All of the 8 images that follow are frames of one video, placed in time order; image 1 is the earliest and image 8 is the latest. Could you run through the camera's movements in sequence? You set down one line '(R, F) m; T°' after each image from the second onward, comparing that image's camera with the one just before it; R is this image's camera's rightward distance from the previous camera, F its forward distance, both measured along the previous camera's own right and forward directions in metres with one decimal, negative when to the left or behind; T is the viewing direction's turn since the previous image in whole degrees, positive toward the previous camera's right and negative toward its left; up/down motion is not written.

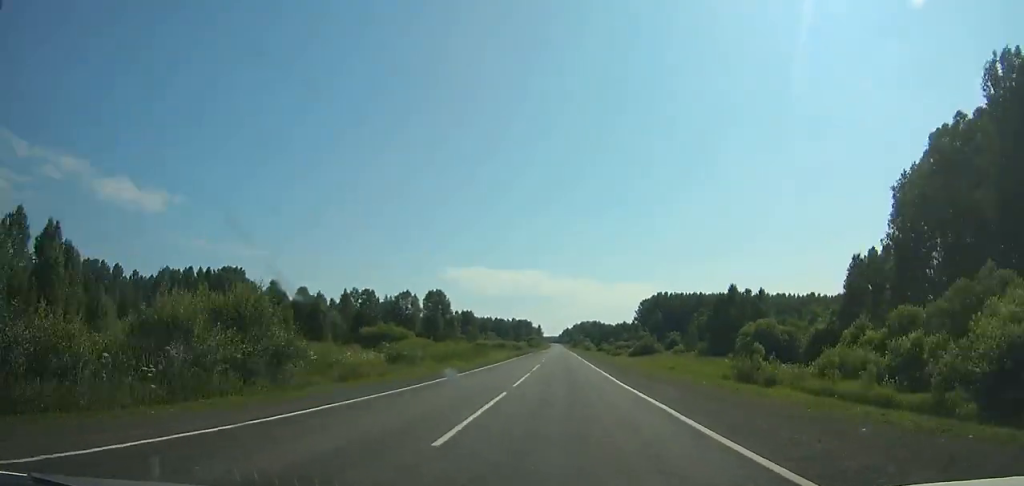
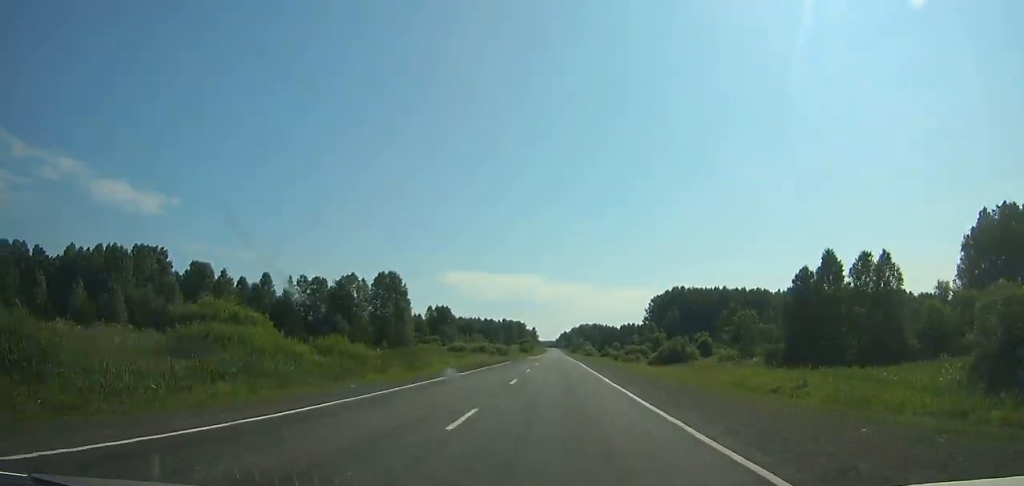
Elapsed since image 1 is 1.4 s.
(0.0, +39.2) m; 0°
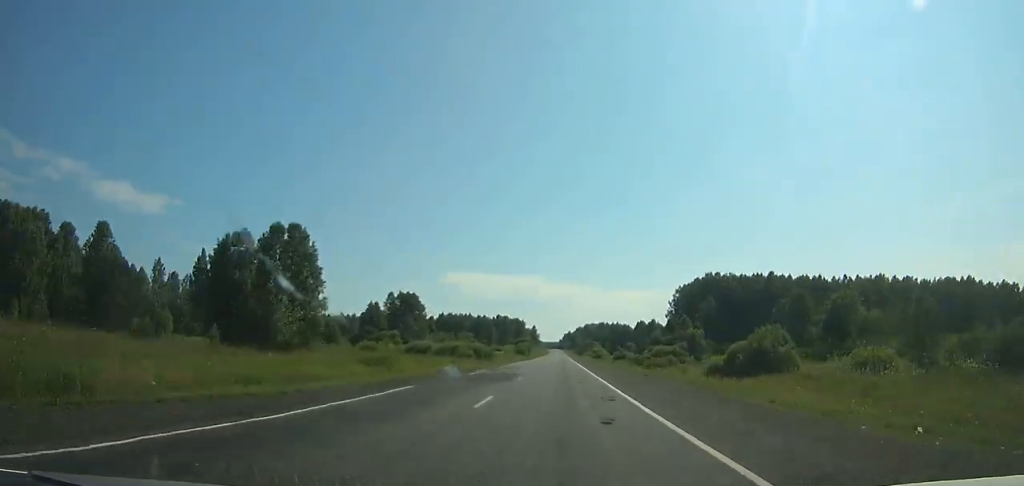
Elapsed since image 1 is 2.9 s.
(0.0, +41.8) m; 0°
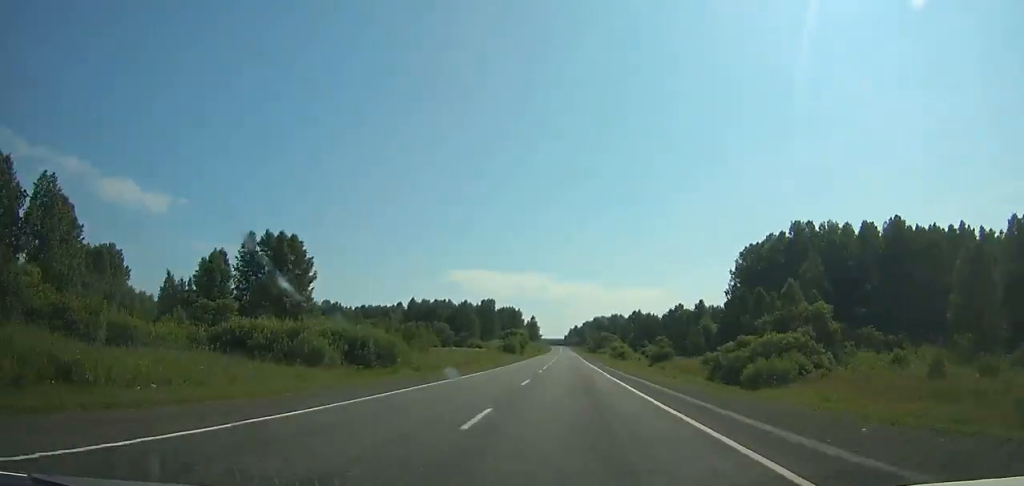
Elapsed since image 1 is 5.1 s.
(-0.2, +59.4) m; 0°
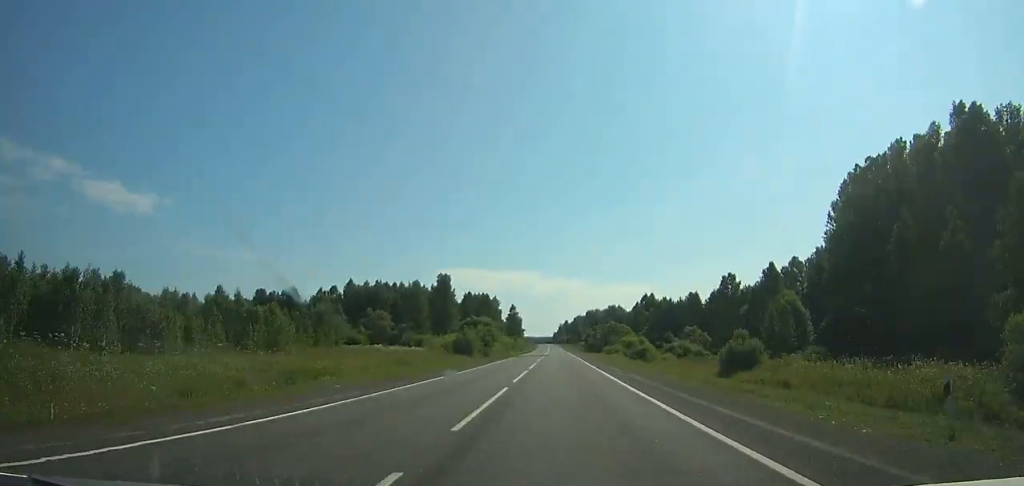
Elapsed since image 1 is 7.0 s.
(-0.1, +50.9) m; +1°
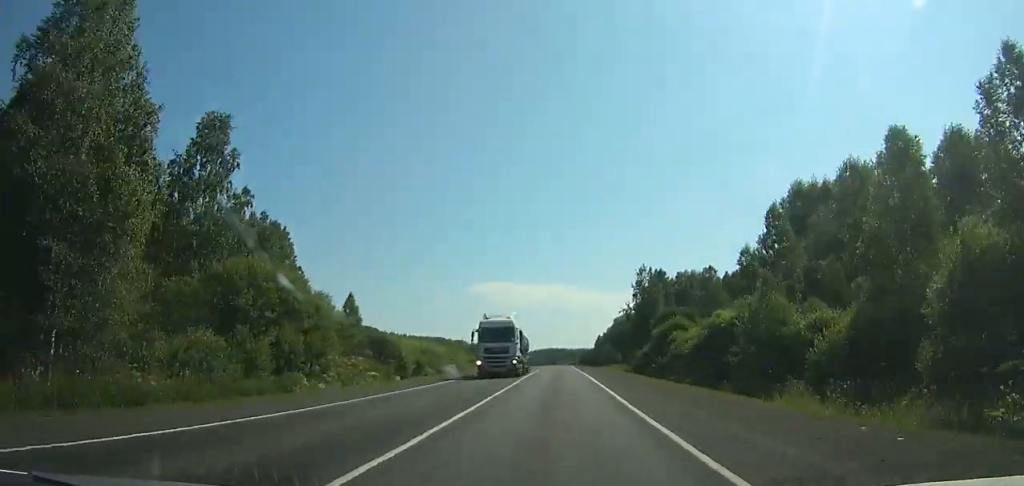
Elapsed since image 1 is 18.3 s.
(-7.8, +333.6) m; -4°
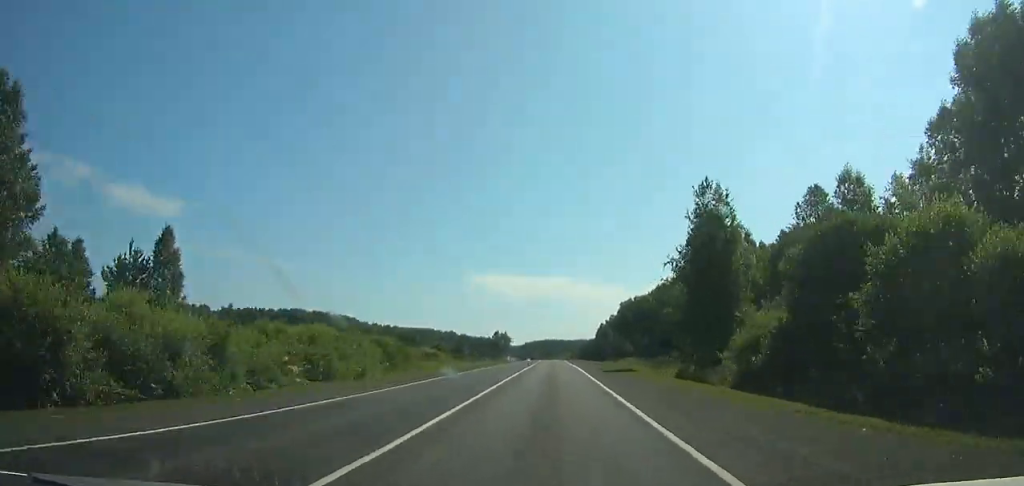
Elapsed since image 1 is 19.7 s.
(-0.2, +40.1) m; 0°
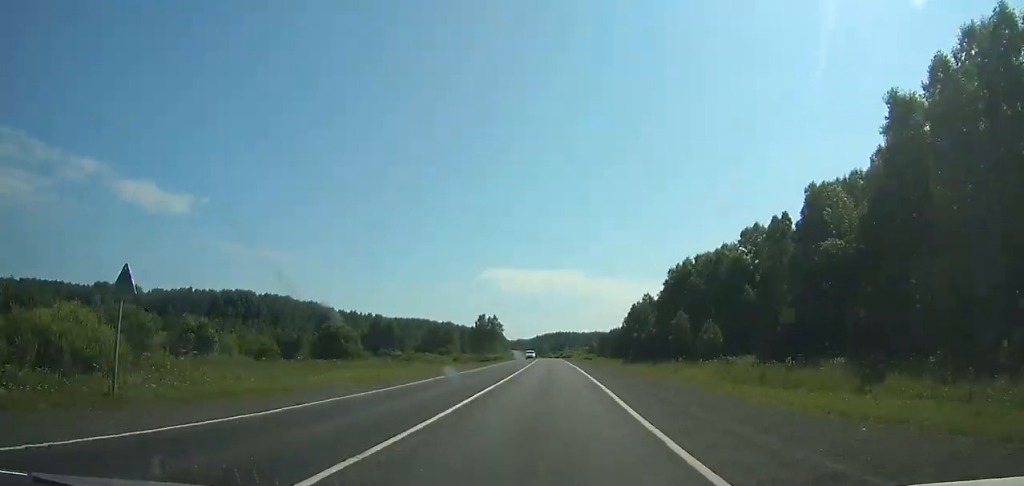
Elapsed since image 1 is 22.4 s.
(-0.3, +76.5) m; -1°
